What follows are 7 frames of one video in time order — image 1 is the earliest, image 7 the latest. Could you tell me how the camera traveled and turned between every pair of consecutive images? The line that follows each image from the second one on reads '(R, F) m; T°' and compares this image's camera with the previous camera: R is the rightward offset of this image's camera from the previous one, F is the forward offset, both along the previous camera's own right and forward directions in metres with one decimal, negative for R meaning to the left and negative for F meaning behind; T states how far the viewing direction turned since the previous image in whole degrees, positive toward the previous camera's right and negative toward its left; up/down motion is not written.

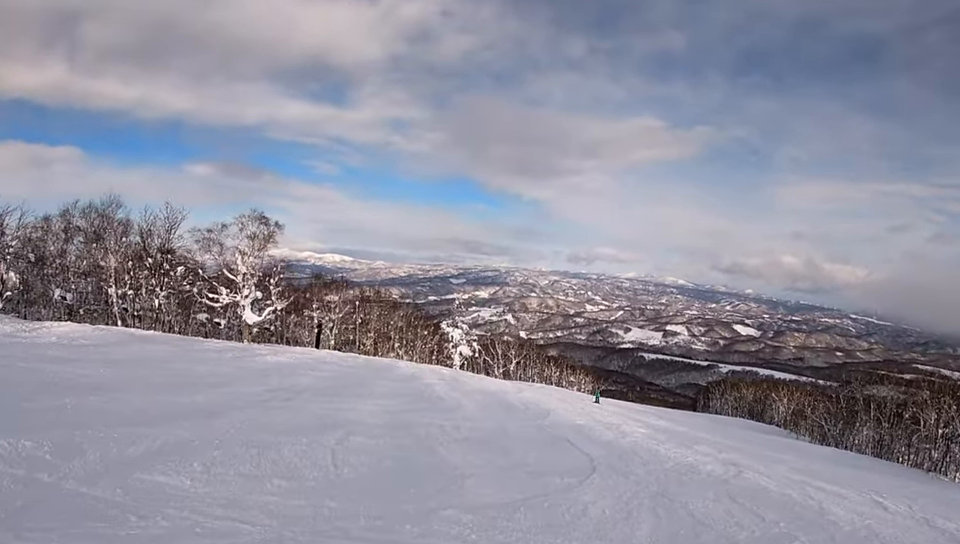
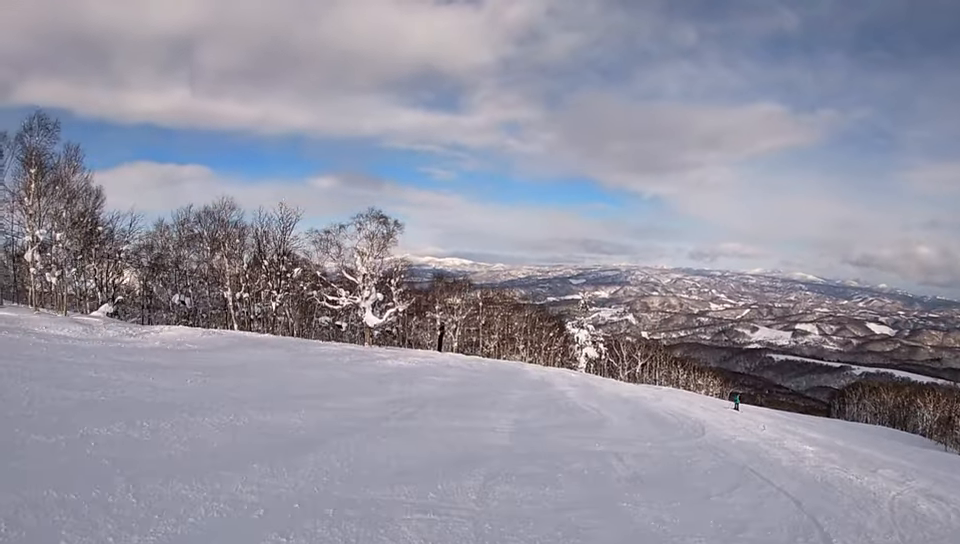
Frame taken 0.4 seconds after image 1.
(-0.5, +2.7) m; +3°
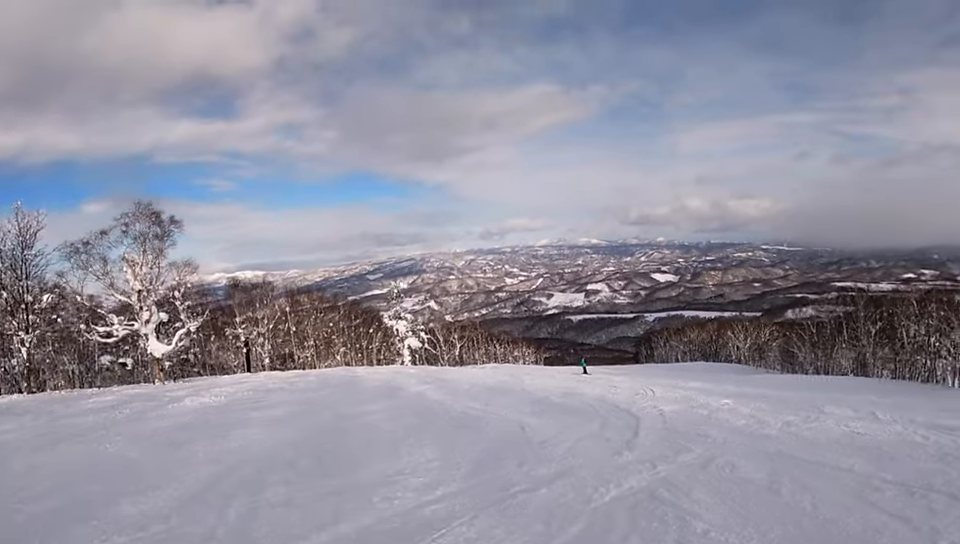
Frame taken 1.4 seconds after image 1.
(+1.2, +5.7) m; +29°
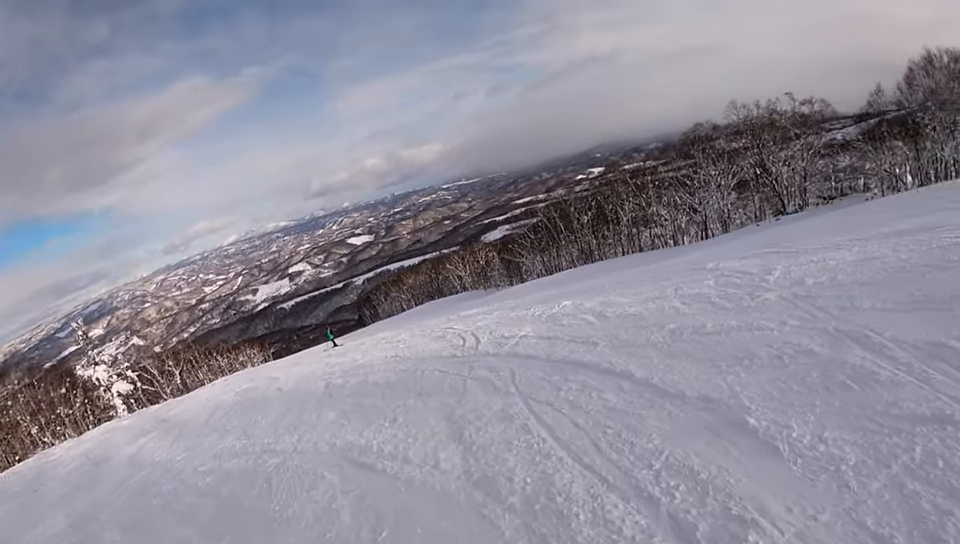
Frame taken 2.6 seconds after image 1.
(+2.2, +6.2) m; +26°
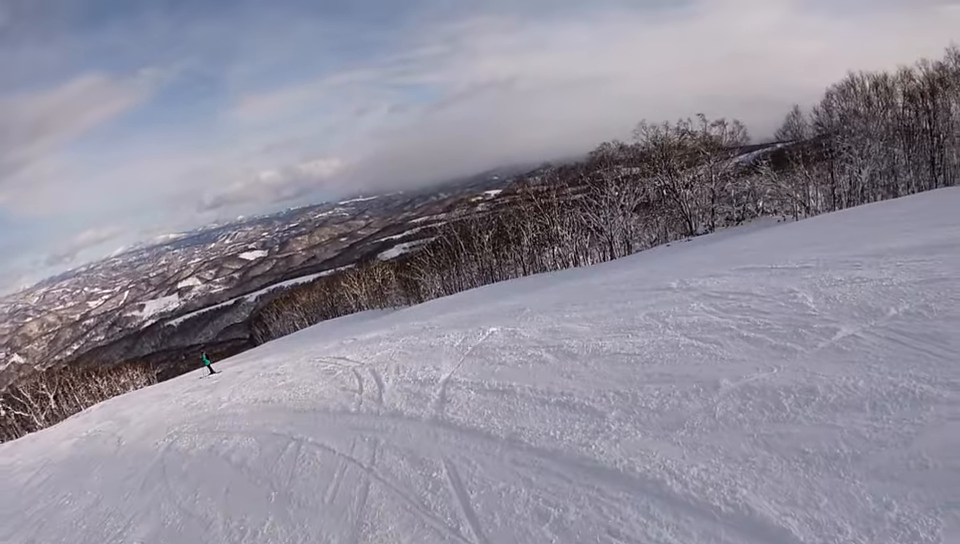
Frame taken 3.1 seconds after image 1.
(+0.2, +3.2) m; +7°
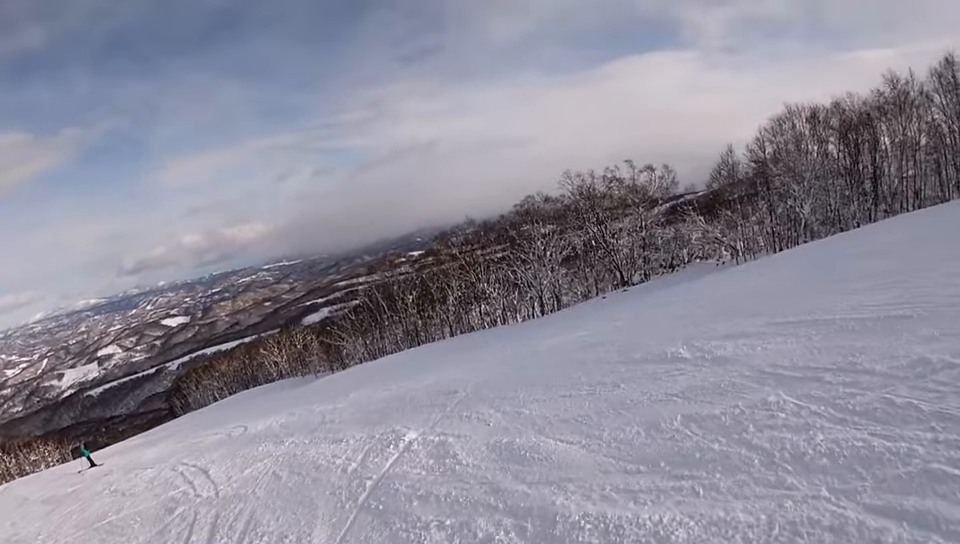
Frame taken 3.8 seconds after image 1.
(0.0, +3.9) m; +4°
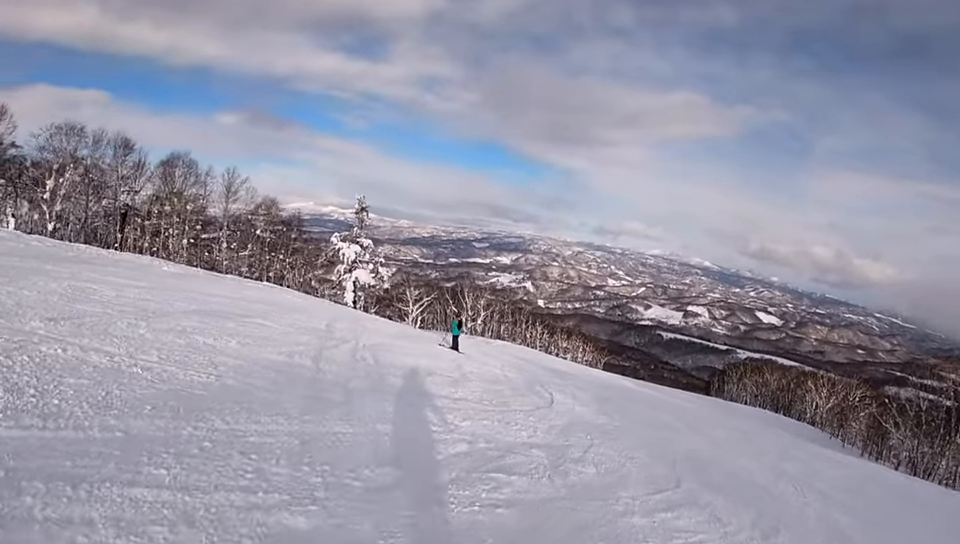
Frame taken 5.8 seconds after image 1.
(-3.2, +10.2) m; -42°
